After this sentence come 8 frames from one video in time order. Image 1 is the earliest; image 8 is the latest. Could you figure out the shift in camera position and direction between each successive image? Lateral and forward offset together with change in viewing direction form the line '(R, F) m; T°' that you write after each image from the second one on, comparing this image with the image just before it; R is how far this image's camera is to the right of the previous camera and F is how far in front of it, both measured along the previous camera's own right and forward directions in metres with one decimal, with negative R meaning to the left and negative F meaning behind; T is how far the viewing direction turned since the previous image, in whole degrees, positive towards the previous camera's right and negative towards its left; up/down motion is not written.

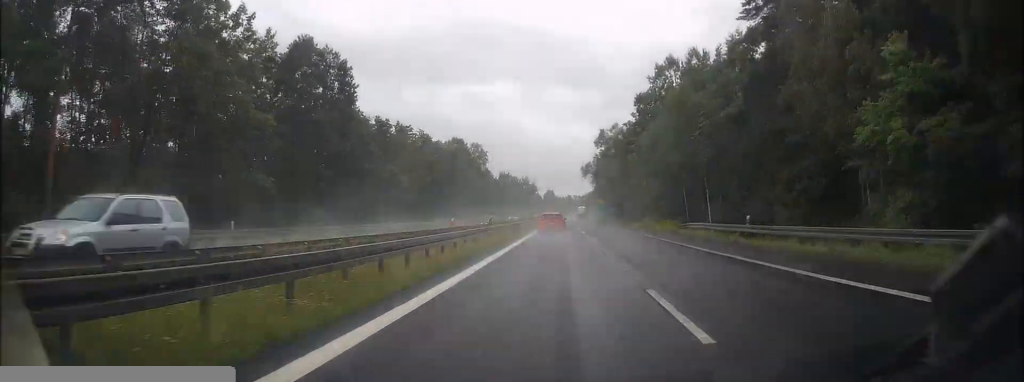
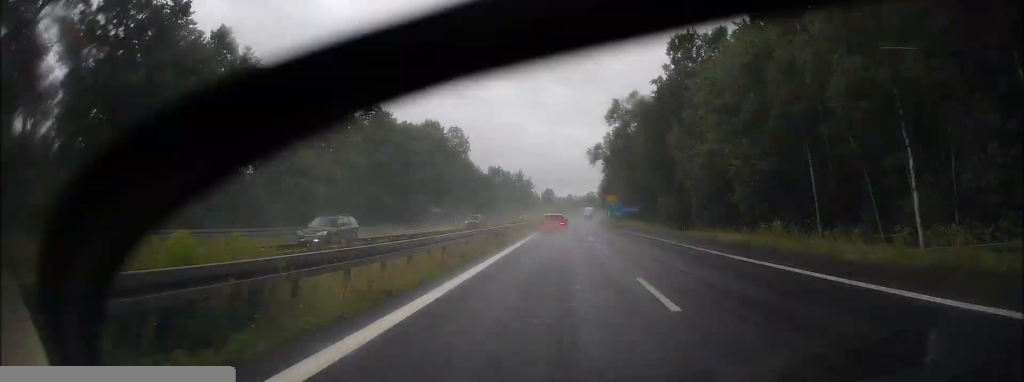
(-0.1, +34.0) m; 0°
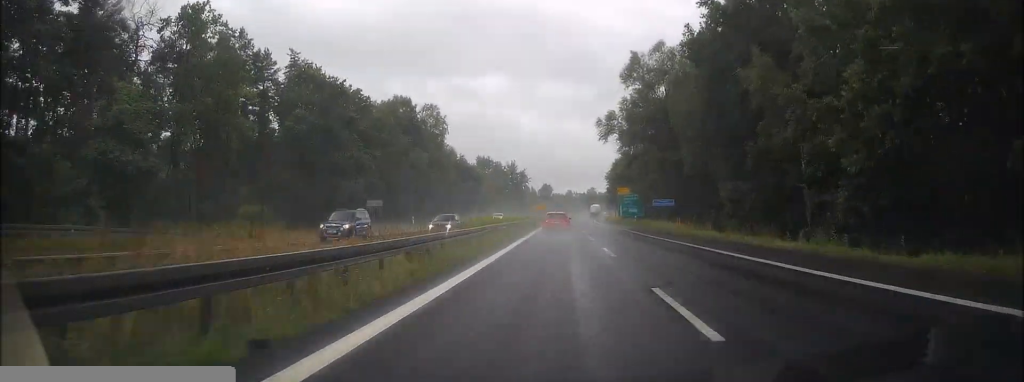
(+0.1, +26.0) m; 0°
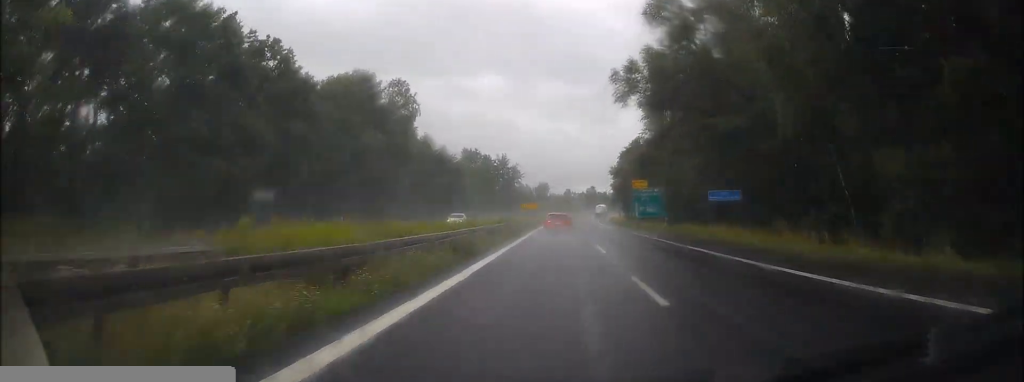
(-0.2, +21.4) m; 0°
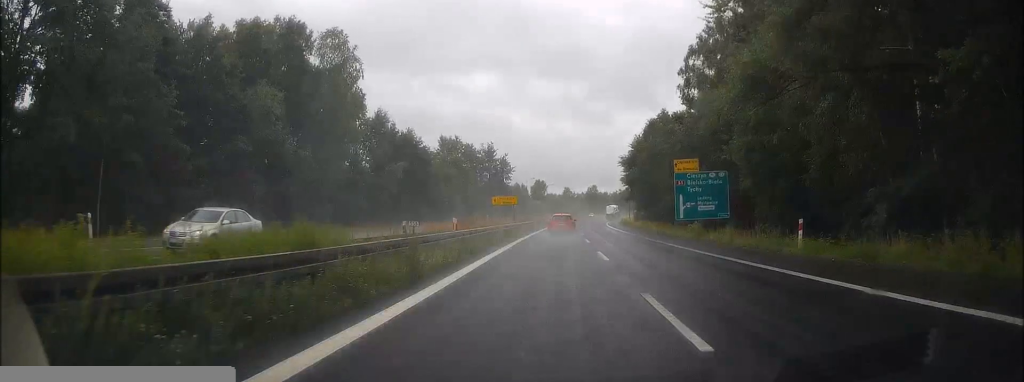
(+0.3, +26.9) m; 0°
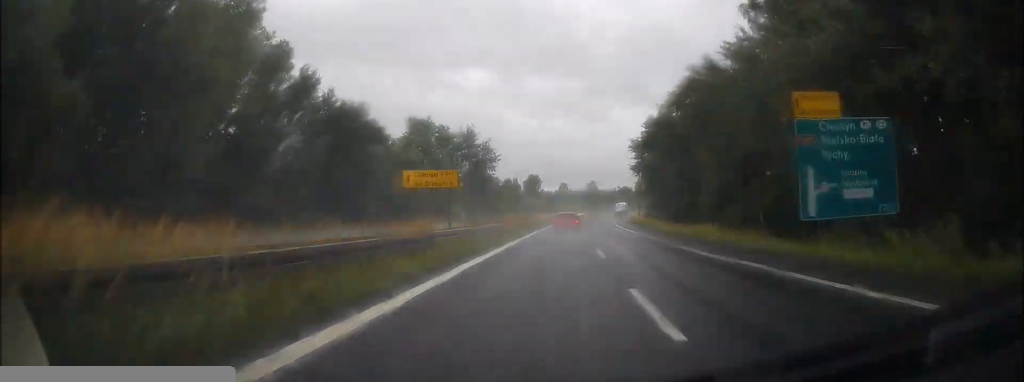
(+0.1, +23.4) m; +1°
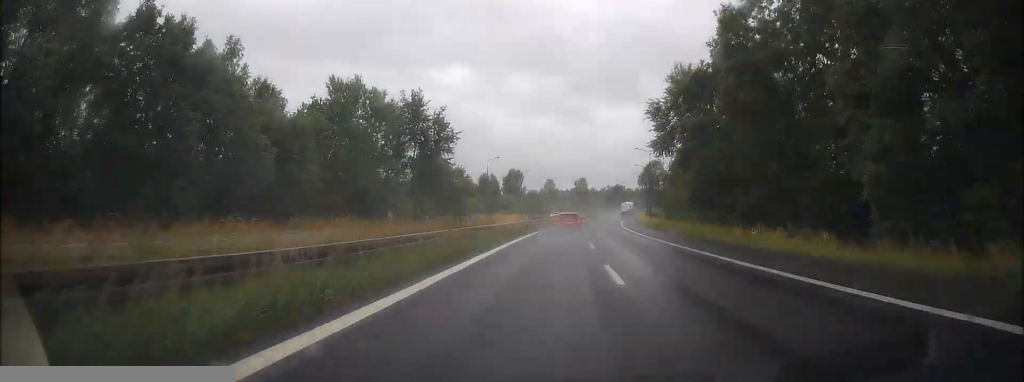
(0.0, +31.1) m; +1°
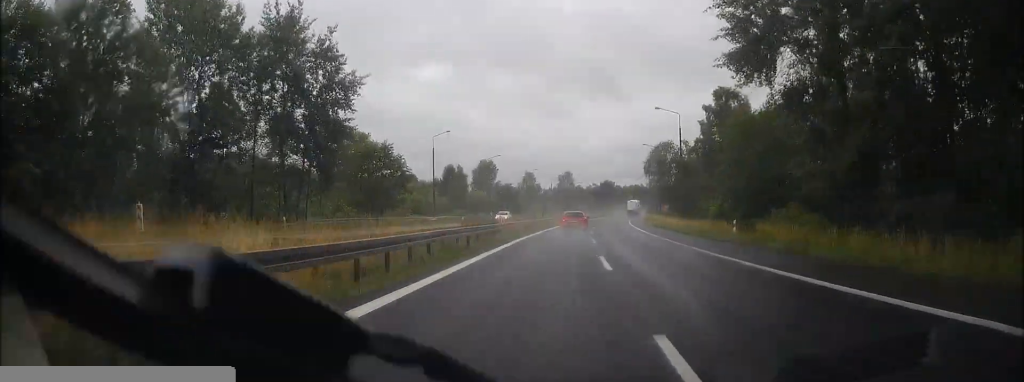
(+0.8, +33.0) m; +3°
